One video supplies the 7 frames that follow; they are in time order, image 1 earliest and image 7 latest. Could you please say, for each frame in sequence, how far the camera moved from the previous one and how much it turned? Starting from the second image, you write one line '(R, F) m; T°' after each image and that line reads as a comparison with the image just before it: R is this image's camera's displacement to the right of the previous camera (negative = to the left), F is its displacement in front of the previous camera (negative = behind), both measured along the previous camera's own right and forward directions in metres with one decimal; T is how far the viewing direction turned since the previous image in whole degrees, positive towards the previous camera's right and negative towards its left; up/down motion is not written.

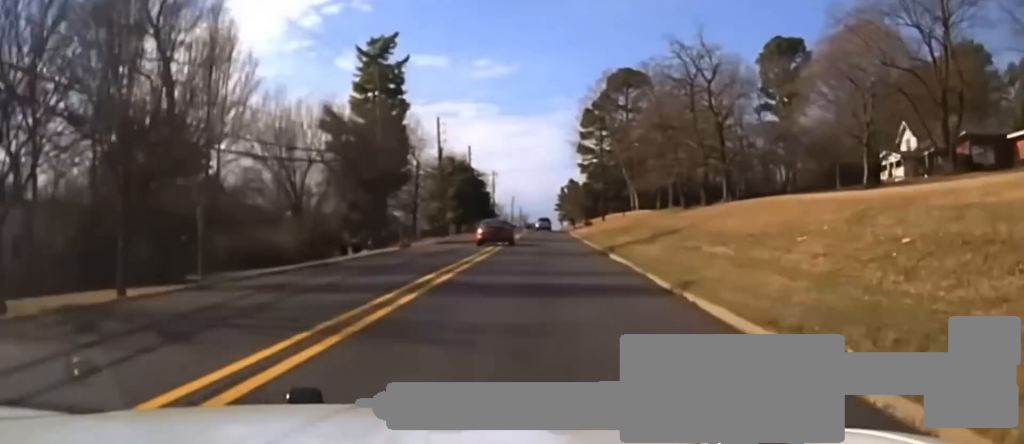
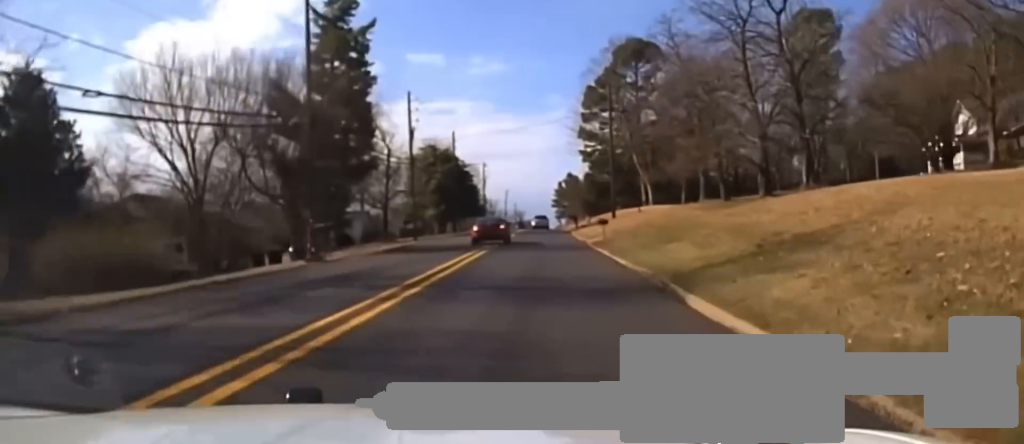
(0.0, +17.5) m; 0°
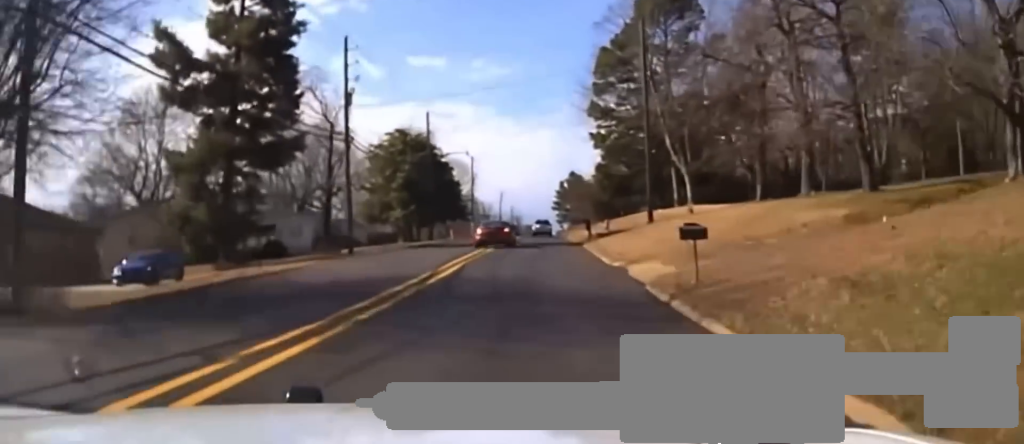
(0.0, +25.1) m; 0°
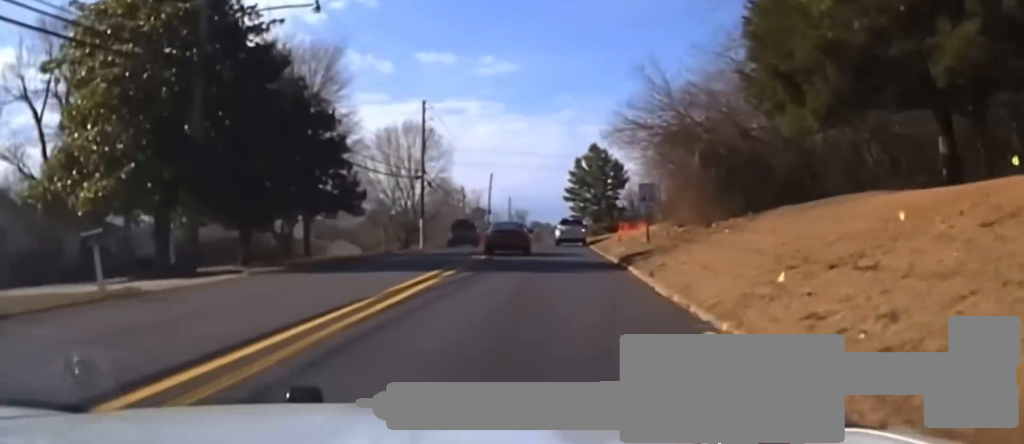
(0.0, +61.8) m; 0°
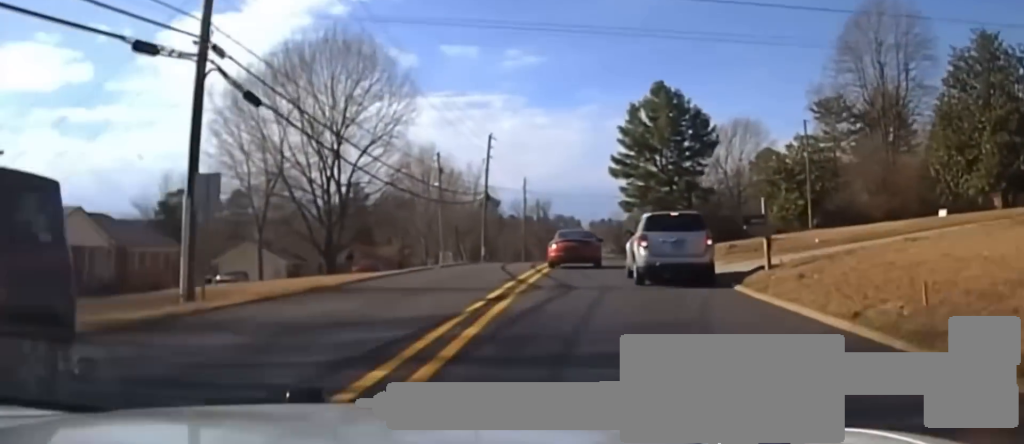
(-0.3, +55.9) m; -1°
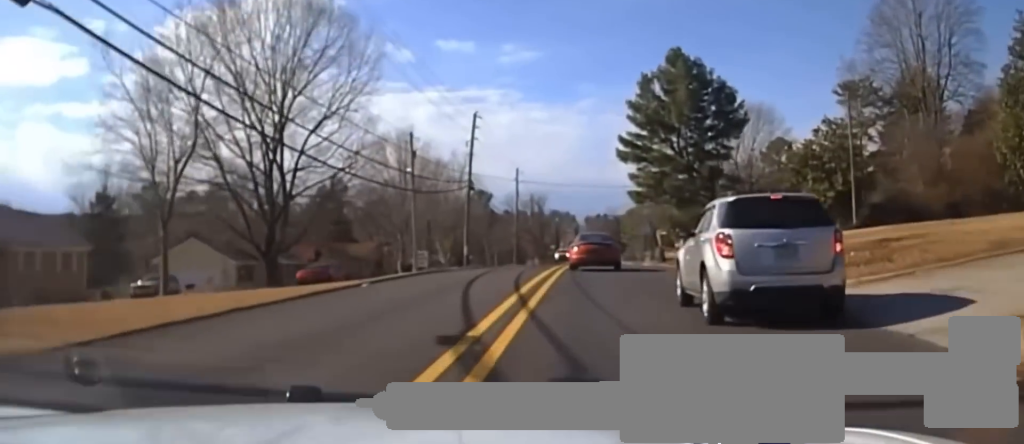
(-0.1, +14.3) m; 0°
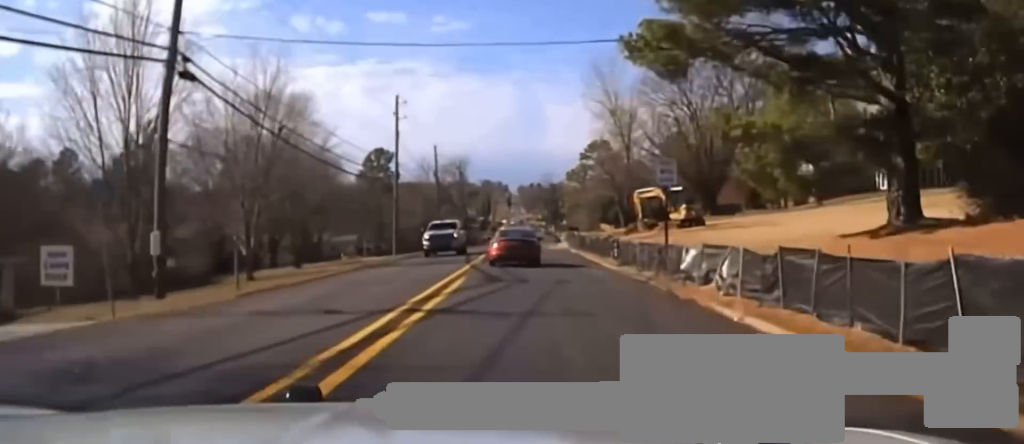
(+1.3, +42.1) m; +4°
